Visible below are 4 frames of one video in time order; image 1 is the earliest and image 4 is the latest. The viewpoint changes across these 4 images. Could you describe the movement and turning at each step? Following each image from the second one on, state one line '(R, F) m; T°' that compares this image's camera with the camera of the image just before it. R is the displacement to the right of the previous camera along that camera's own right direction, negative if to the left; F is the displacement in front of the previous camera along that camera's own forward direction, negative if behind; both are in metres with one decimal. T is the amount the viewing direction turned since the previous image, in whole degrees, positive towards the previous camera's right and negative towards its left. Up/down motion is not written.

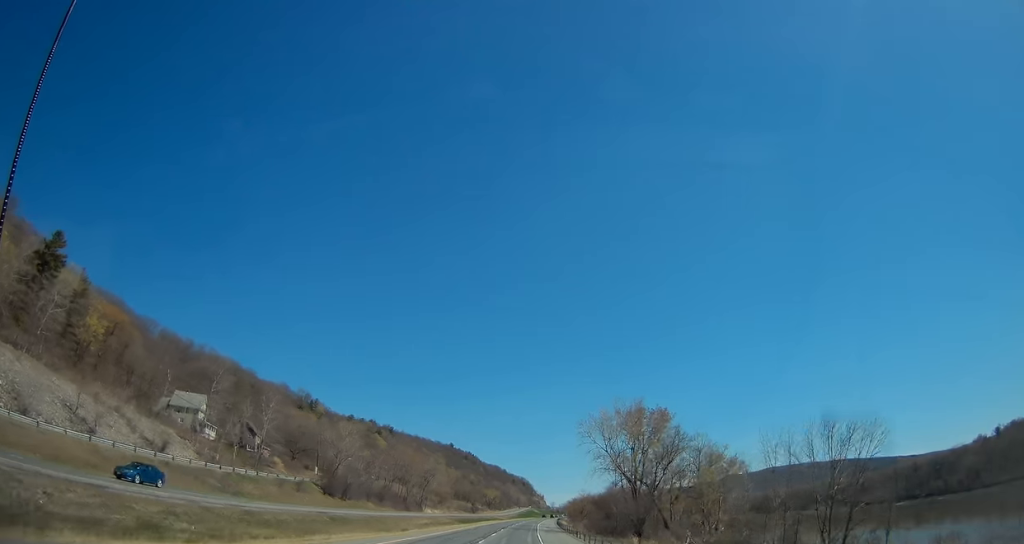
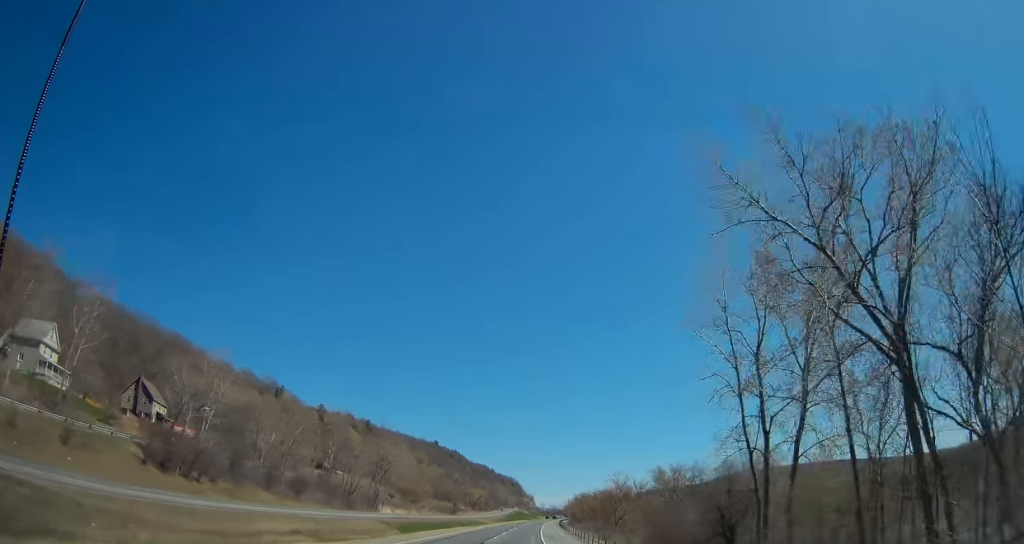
(+0.4, +55.6) m; +1°
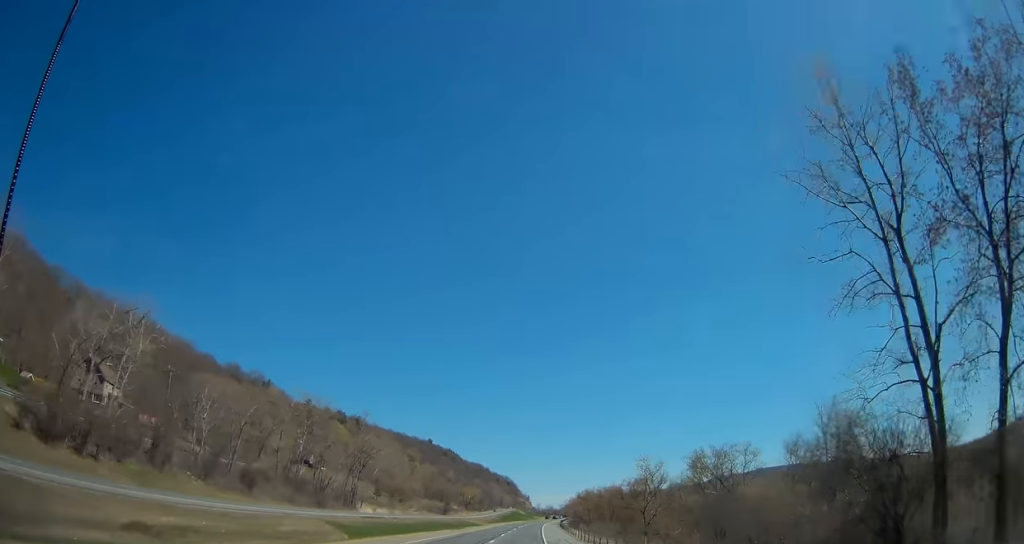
(+0.1, +20.2) m; 0°
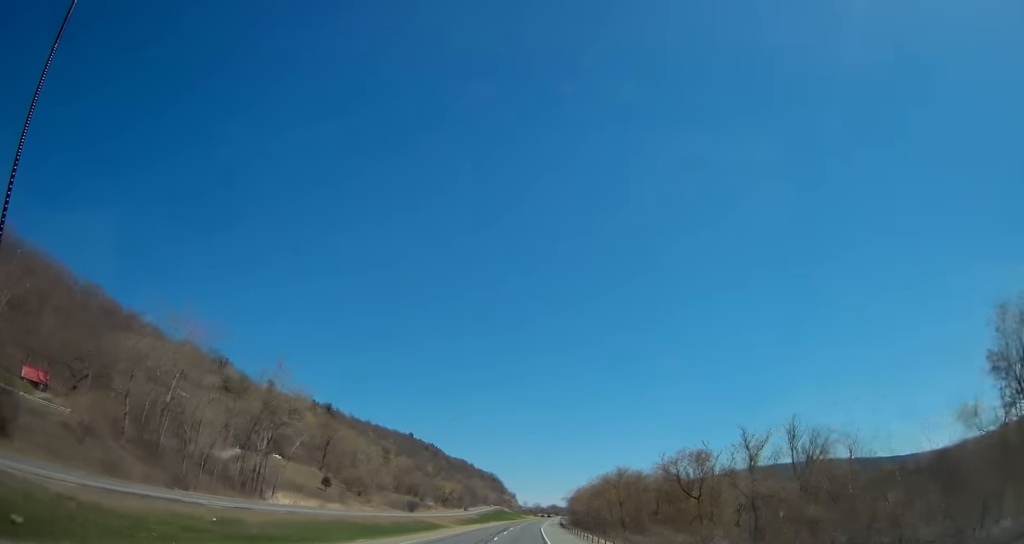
(+0.5, +53.9) m; +1°
